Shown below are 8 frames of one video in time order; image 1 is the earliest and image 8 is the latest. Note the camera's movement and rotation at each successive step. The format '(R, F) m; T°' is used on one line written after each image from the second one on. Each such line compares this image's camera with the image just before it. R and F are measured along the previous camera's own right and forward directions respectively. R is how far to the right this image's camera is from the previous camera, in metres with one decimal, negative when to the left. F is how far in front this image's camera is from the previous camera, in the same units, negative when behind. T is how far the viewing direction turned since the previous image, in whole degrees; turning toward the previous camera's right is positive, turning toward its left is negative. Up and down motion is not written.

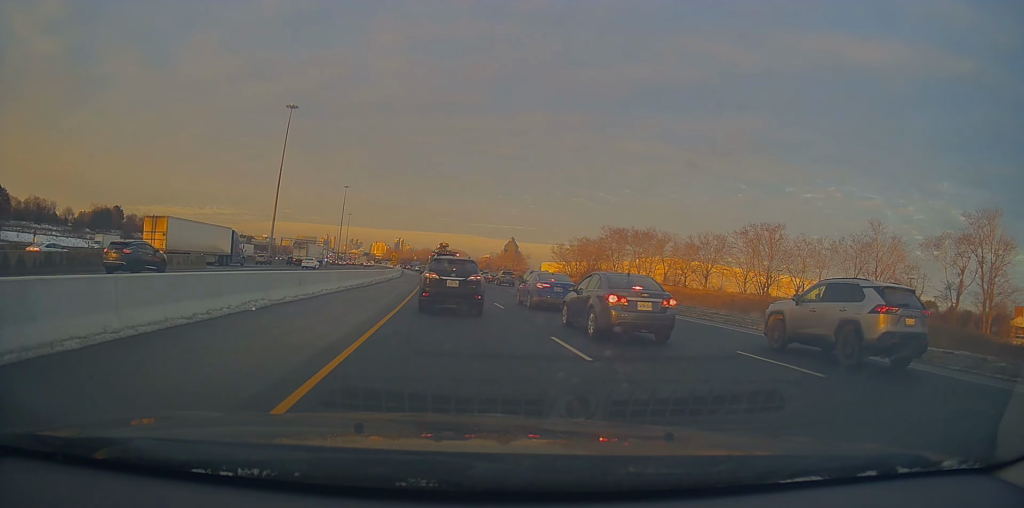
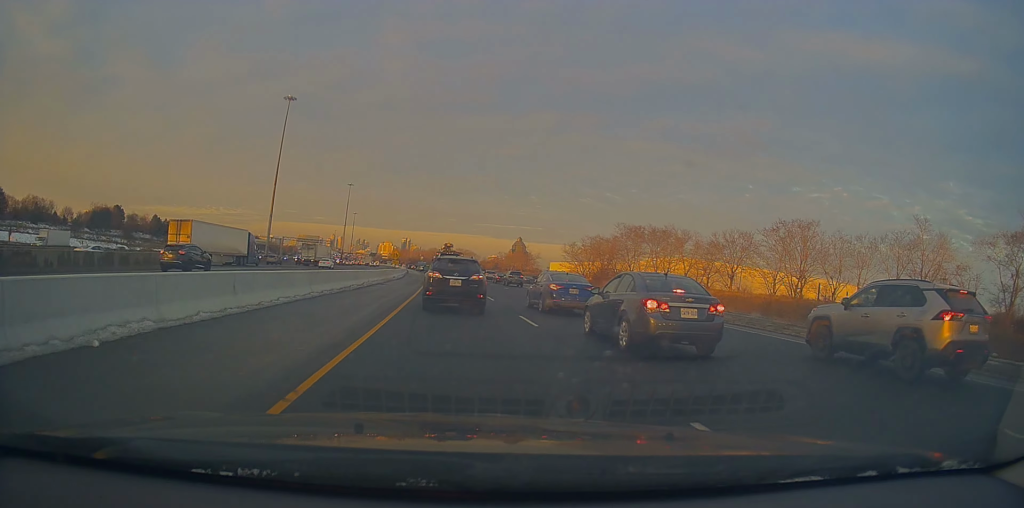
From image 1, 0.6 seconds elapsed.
(0.0, +6.9) m; -1°
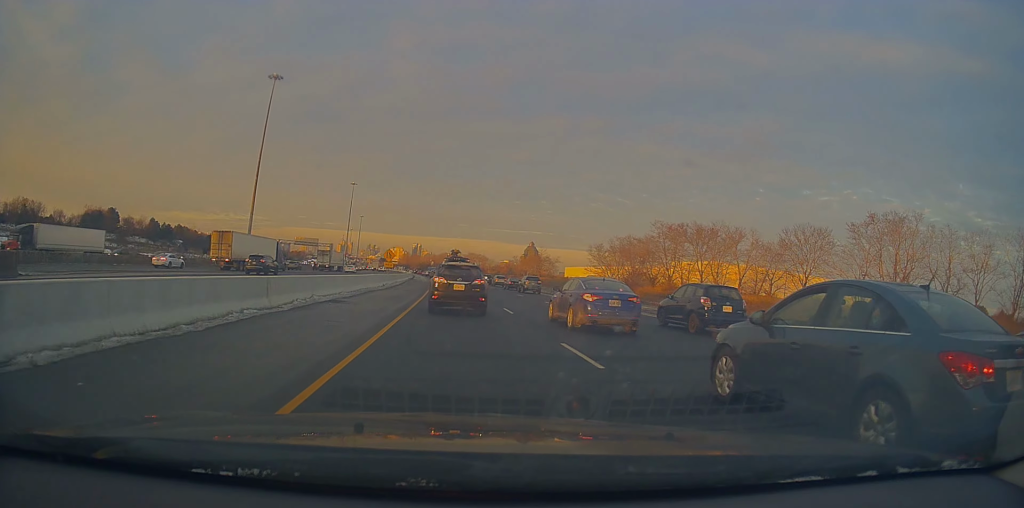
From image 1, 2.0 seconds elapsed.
(-0.4, +17.8) m; -1°
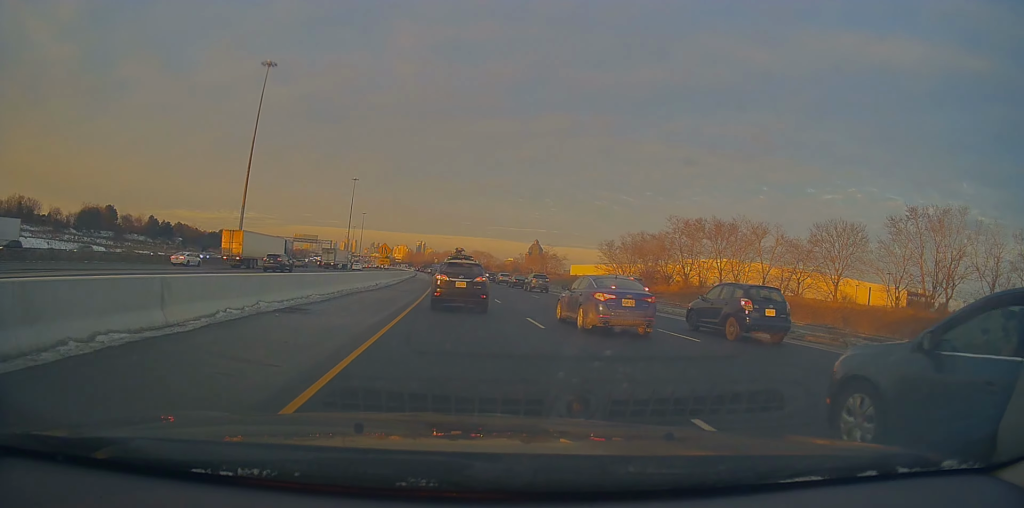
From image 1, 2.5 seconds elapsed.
(+0.1, +6.0) m; 0°
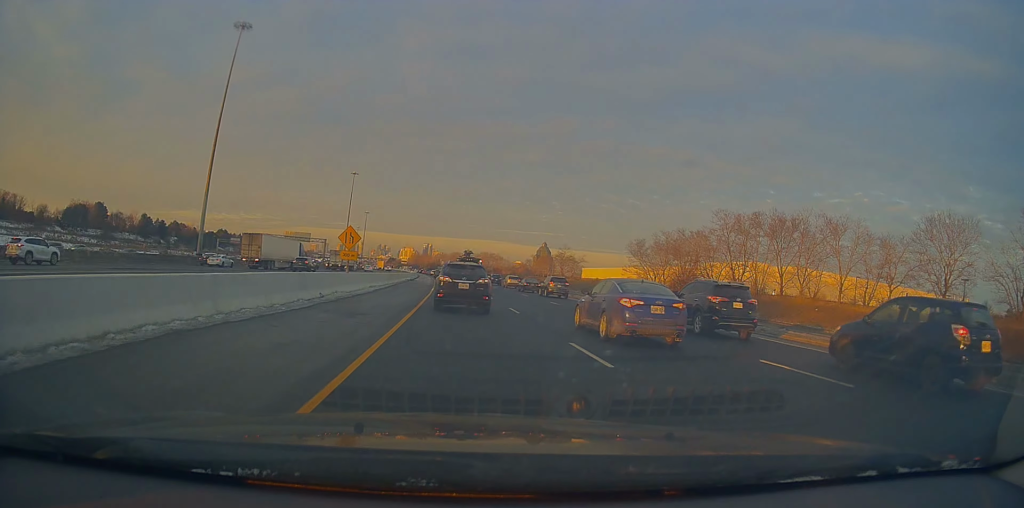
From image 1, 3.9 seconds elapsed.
(-0.3, +16.8) m; -2°
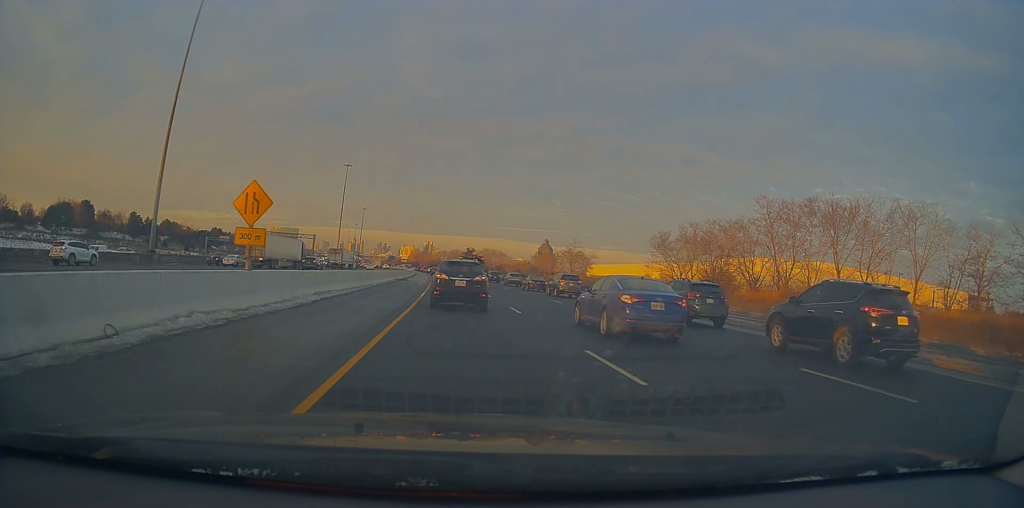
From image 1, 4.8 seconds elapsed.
(-0.1, +13.4) m; +1°
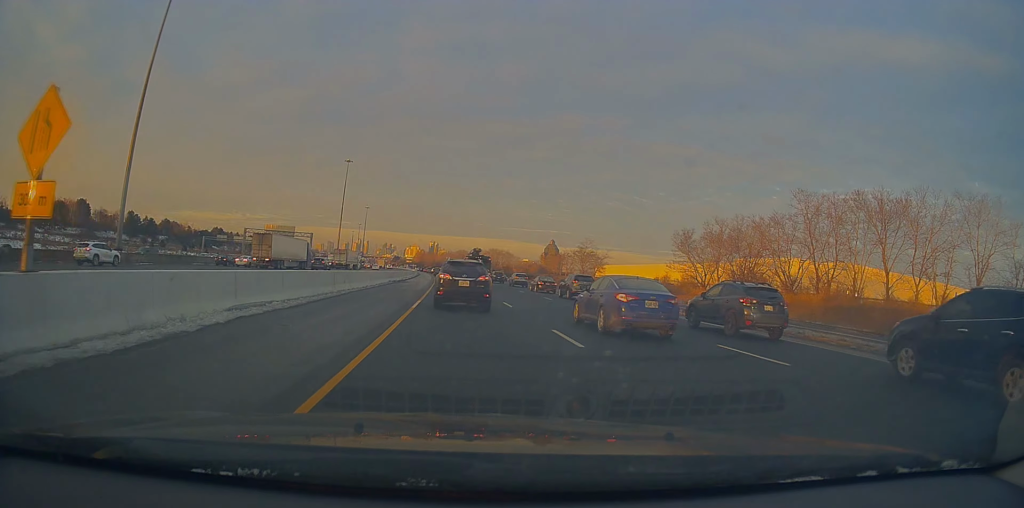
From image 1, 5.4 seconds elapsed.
(+0.1, +8.7) m; 0°
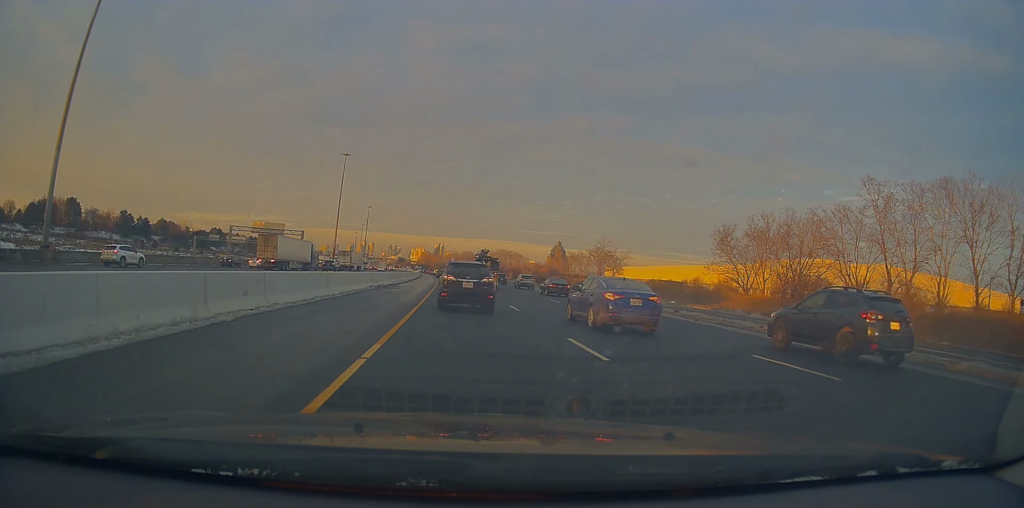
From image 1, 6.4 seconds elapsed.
(0.0, +13.8) m; -1°
